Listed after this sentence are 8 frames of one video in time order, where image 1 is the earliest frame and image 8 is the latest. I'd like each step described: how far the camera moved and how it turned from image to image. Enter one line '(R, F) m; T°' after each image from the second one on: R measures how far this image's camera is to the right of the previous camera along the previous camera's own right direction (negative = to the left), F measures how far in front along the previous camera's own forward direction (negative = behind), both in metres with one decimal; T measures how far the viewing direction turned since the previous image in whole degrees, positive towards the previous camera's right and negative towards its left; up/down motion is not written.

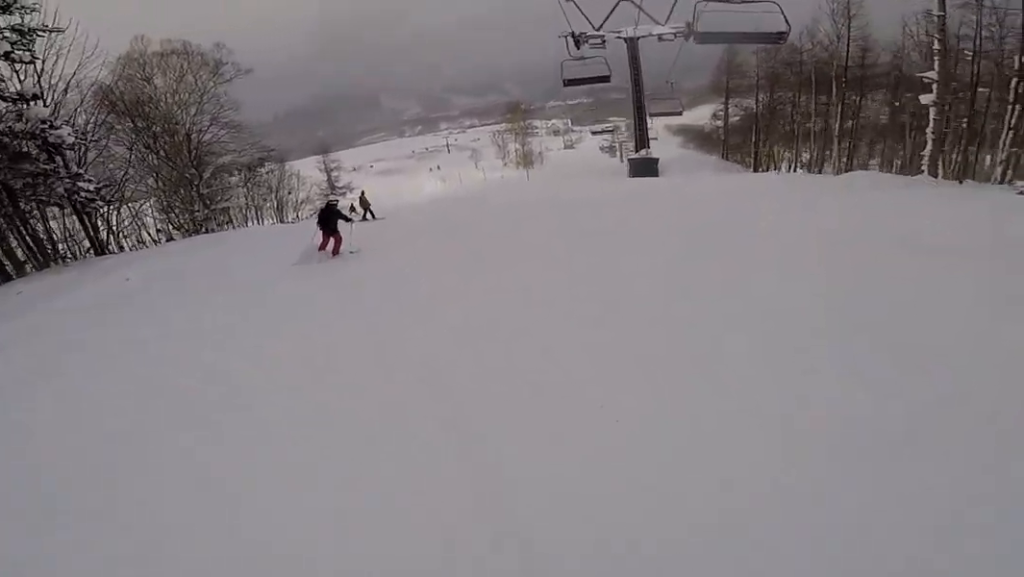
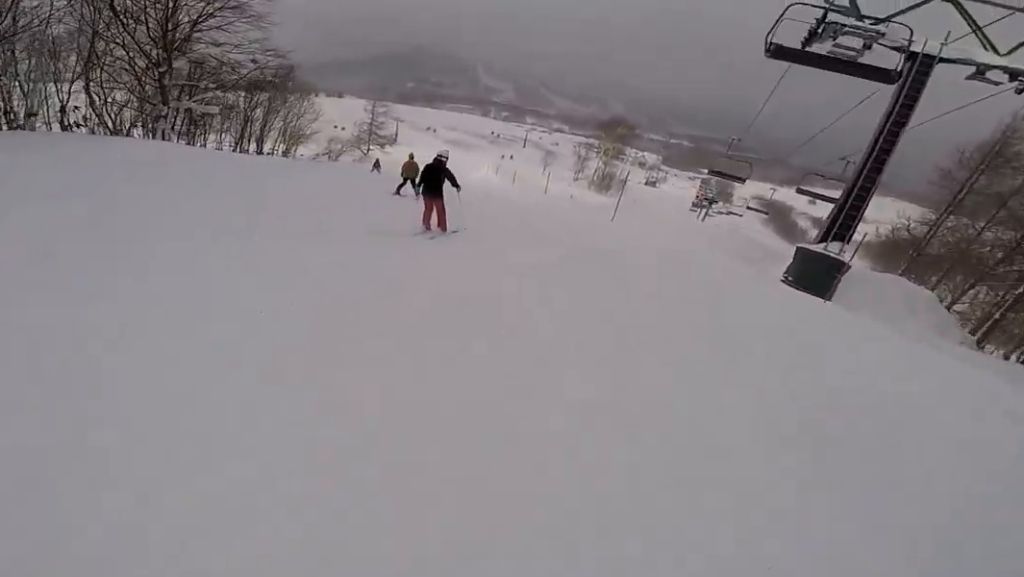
(+0.9, +10.3) m; +6°
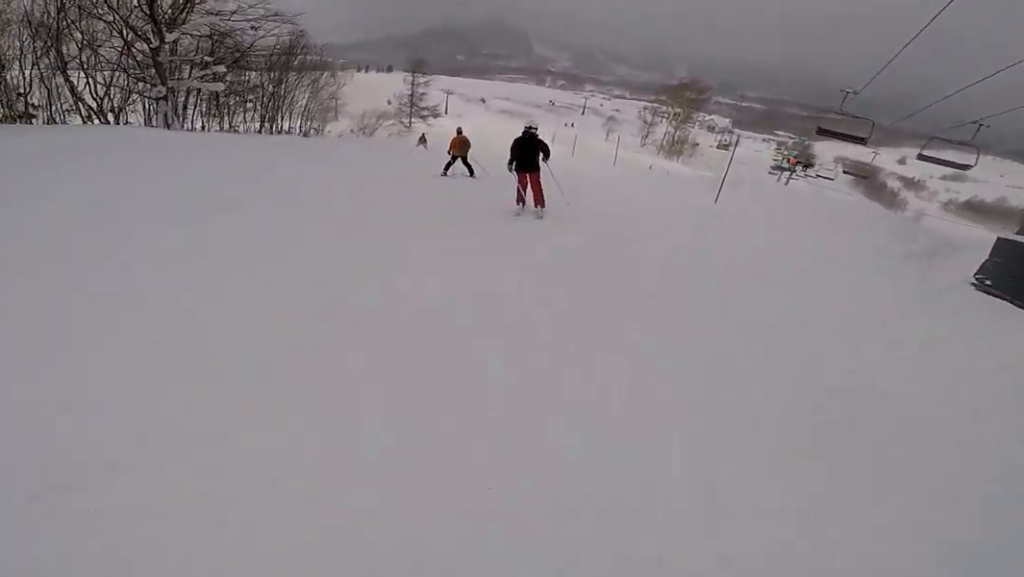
(+0.2, +4.1) m; -1°
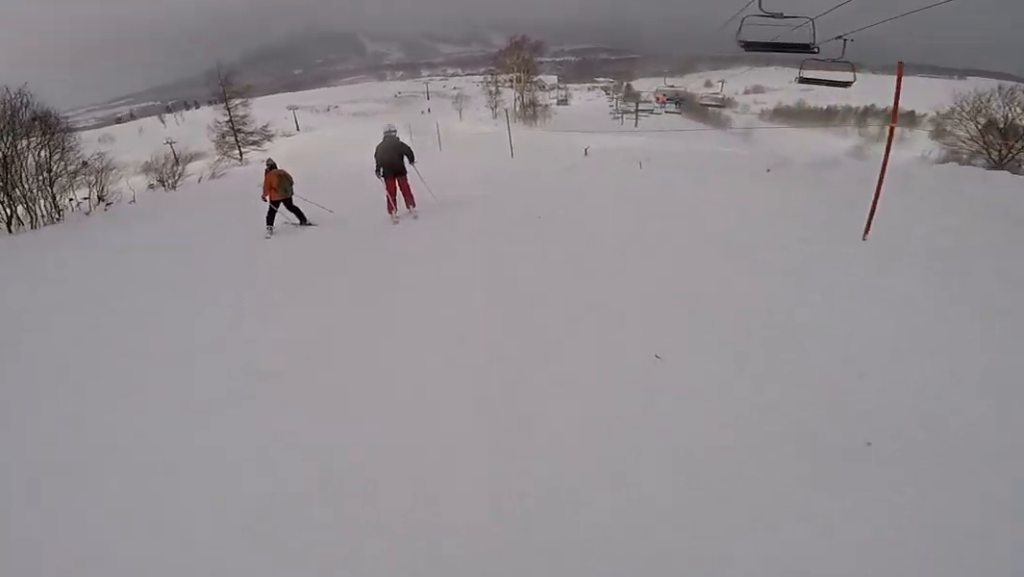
(-0.9, +8.7) m; -6°
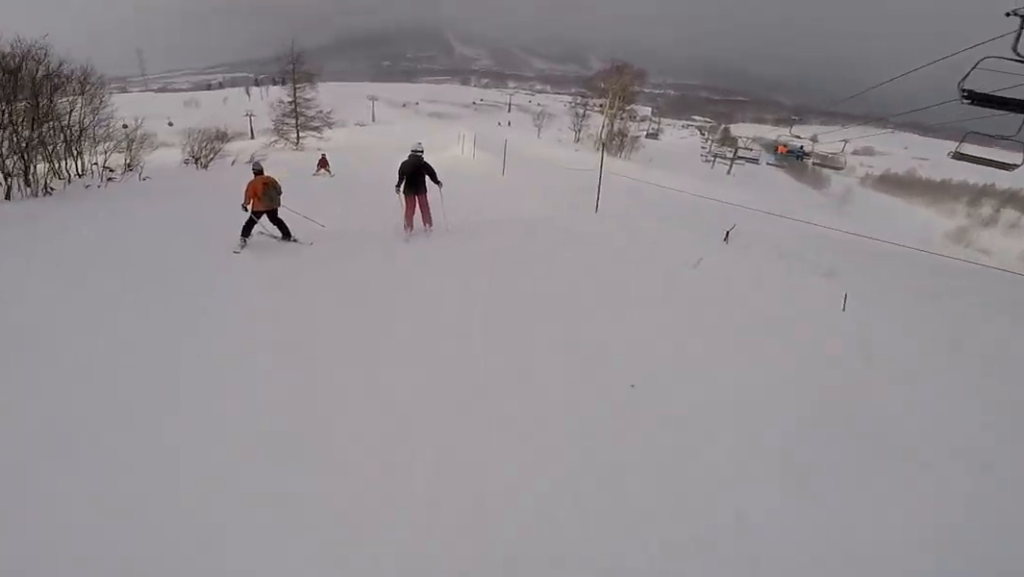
(0.0, +3.8) m; 0°
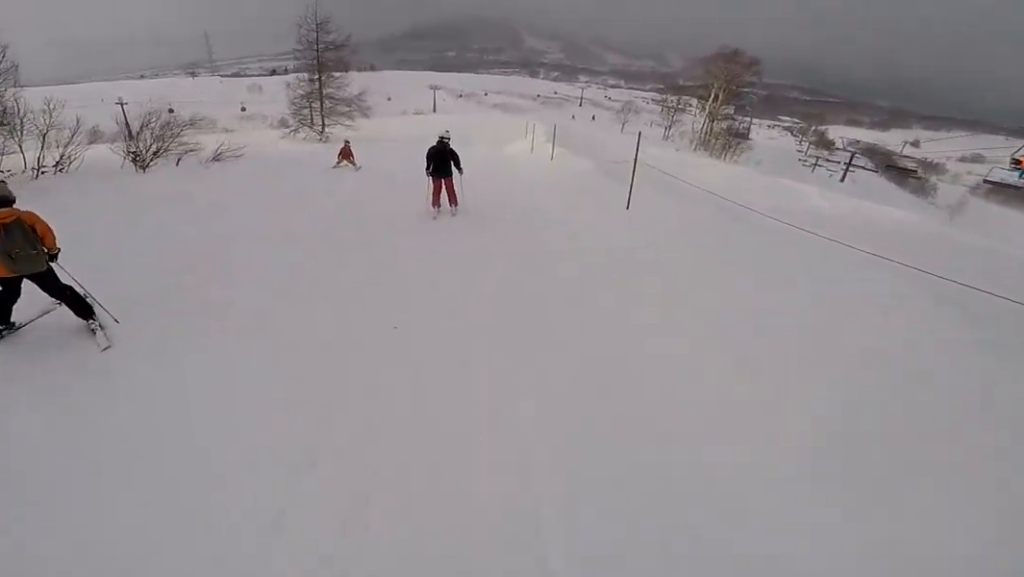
(0.0, +9.2) m; -1°
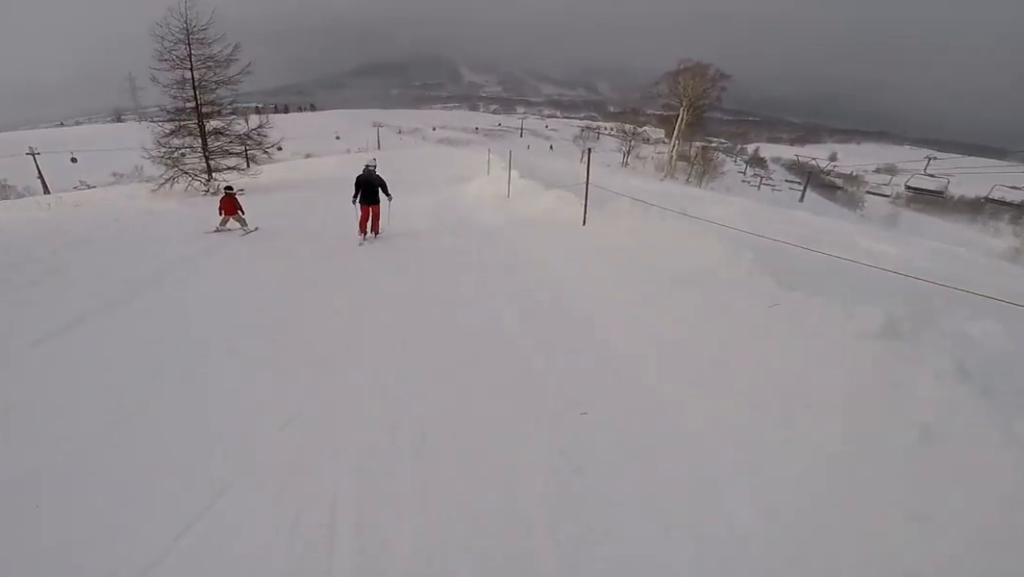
(-0.1, +8.5) m; -6°
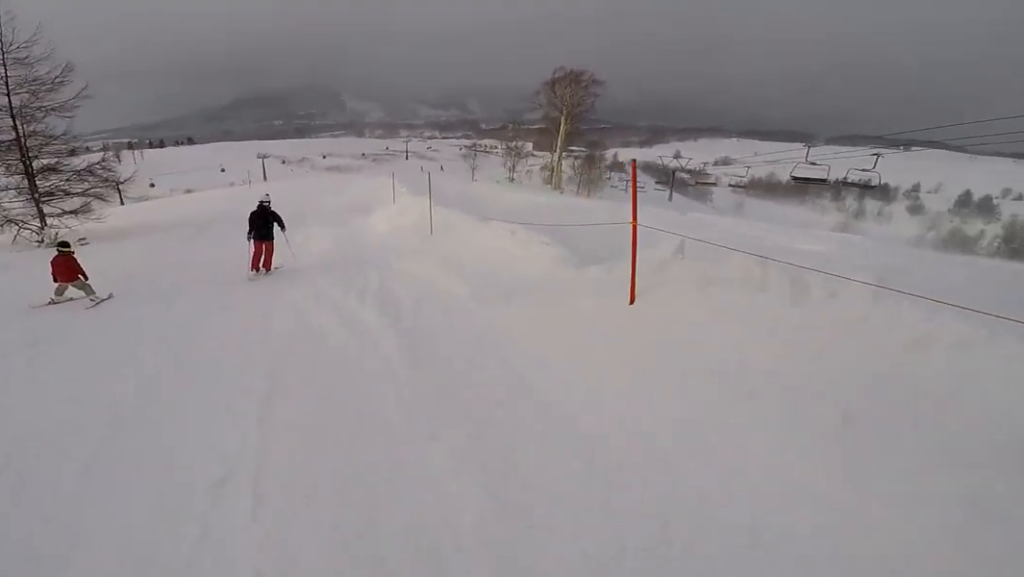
(-0.3, +3.6) m; -2°
